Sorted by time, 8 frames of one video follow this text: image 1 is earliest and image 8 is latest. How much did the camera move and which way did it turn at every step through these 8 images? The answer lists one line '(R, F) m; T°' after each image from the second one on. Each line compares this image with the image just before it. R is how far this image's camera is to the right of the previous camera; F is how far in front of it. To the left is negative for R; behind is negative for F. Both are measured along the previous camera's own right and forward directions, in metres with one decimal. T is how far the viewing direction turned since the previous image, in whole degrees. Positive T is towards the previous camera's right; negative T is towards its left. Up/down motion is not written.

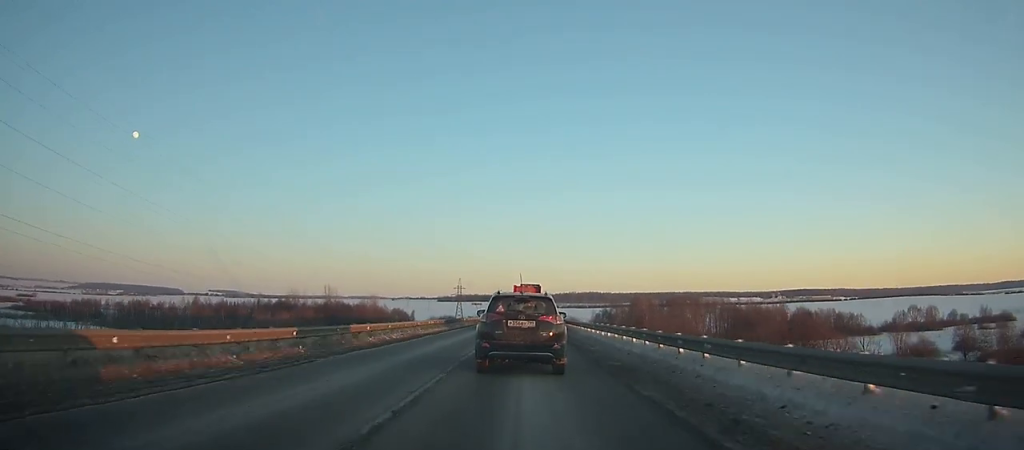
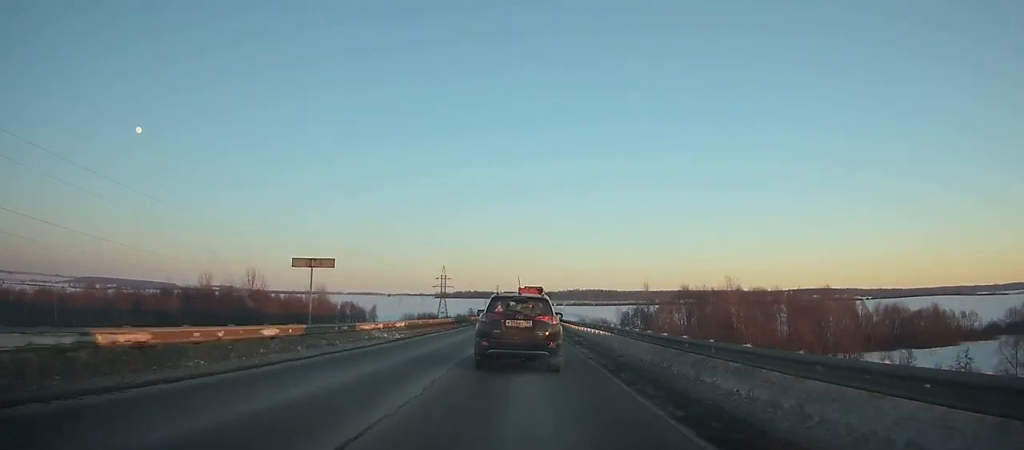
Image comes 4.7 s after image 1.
(+0.2, +81.7) m; 0°
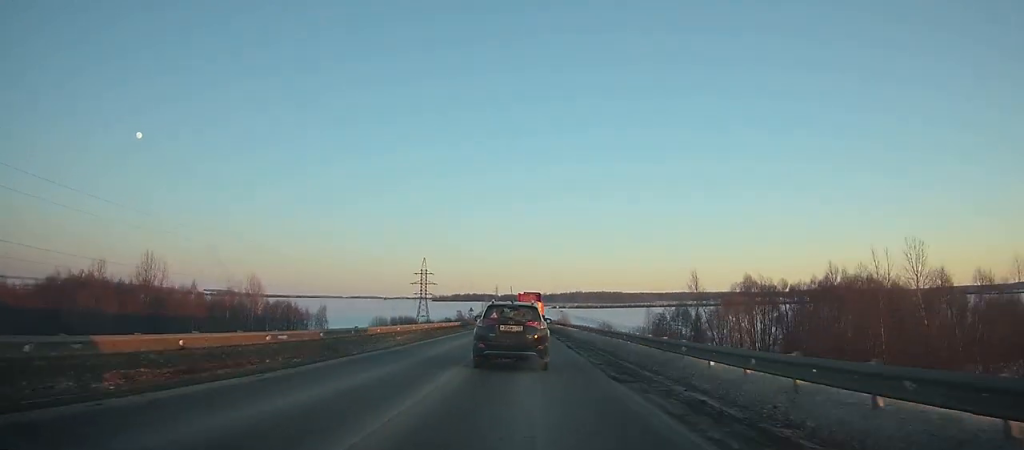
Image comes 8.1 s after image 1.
(+0.1, +58.1) m; 0°
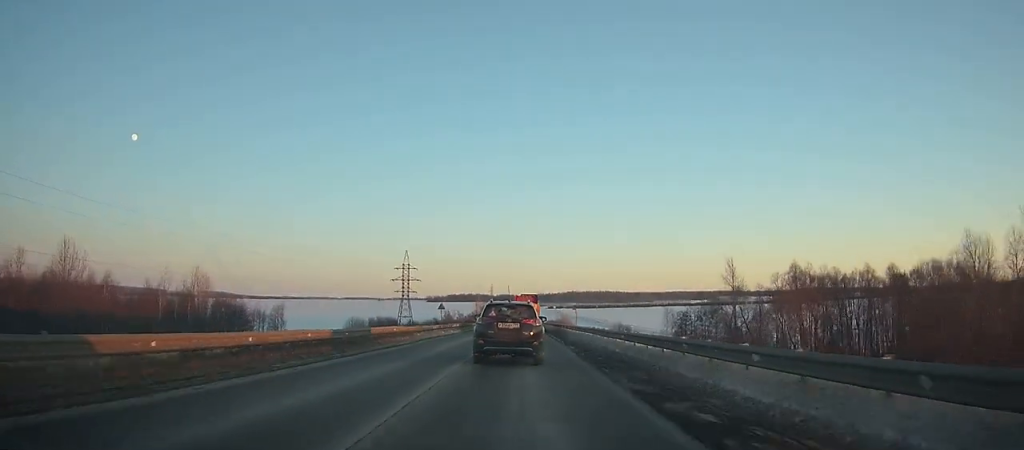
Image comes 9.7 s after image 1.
(-0.1, +27.5) m; 0°
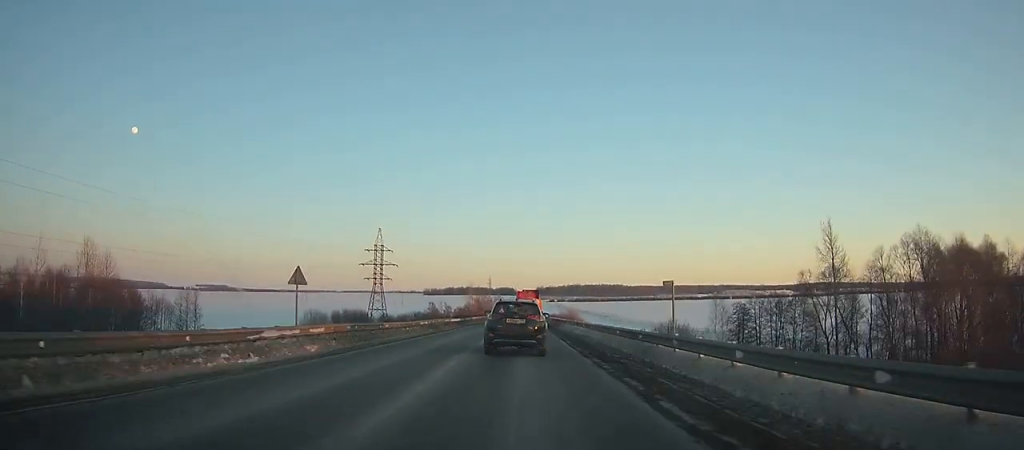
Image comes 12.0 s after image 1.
(0.0, +40.0) m; 0°
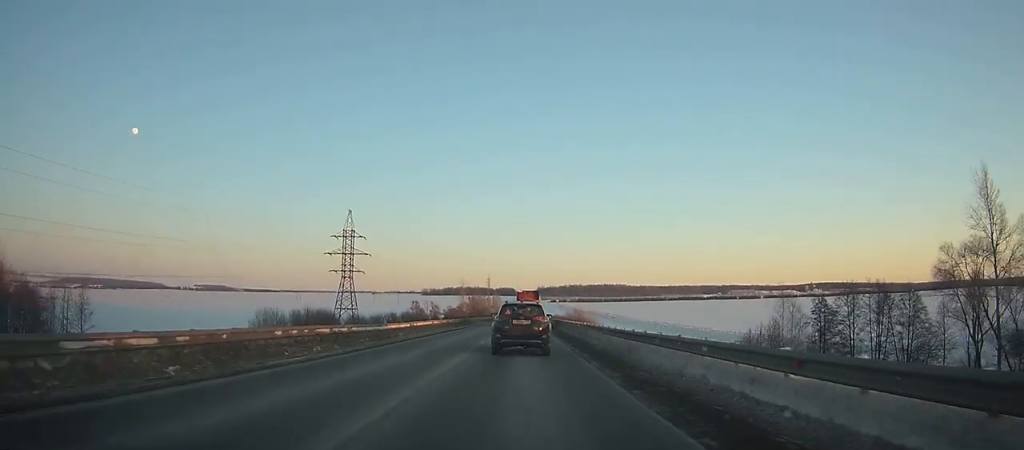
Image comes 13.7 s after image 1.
(0.0, +29.8) m; 0°
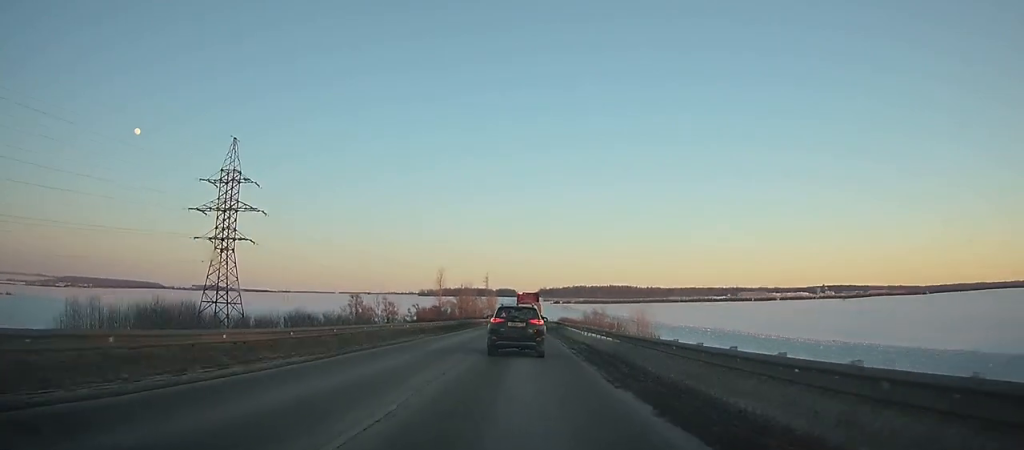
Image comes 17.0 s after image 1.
(+0.1, +59.0) m; 0°
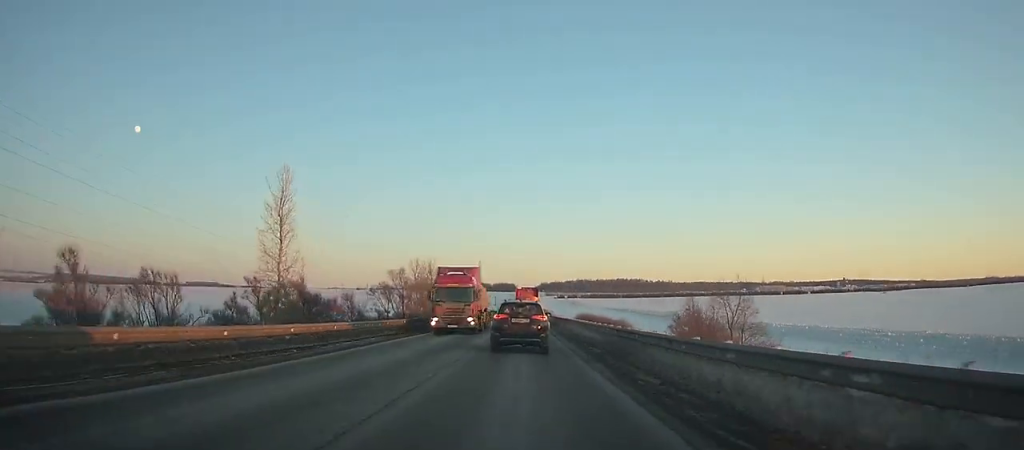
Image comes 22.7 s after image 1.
(-0.6, +102.8) m; 0°
